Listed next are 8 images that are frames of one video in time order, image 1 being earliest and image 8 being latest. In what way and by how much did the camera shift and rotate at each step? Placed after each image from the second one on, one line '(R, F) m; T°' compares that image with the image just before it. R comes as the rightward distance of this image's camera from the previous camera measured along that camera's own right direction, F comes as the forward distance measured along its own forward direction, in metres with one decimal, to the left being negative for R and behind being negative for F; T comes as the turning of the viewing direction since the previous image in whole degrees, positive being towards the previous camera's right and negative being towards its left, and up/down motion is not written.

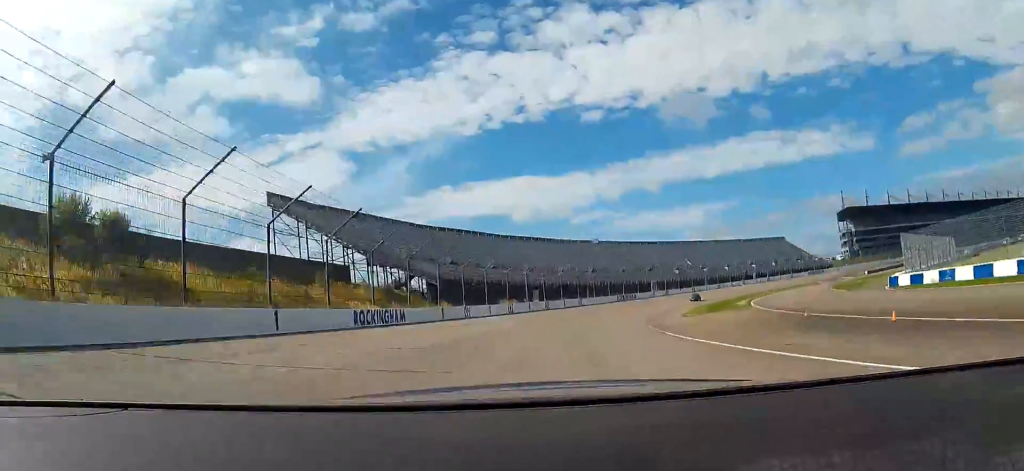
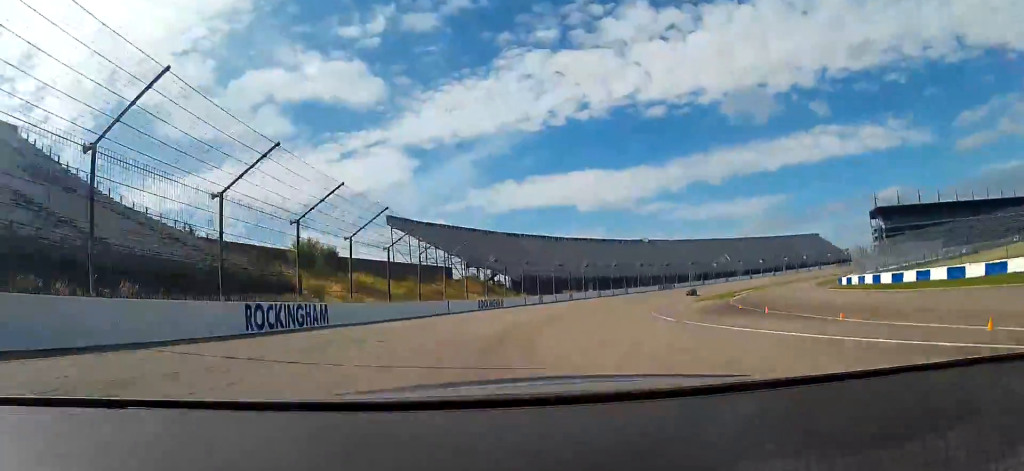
(-2.2, +28.9) m; -5°
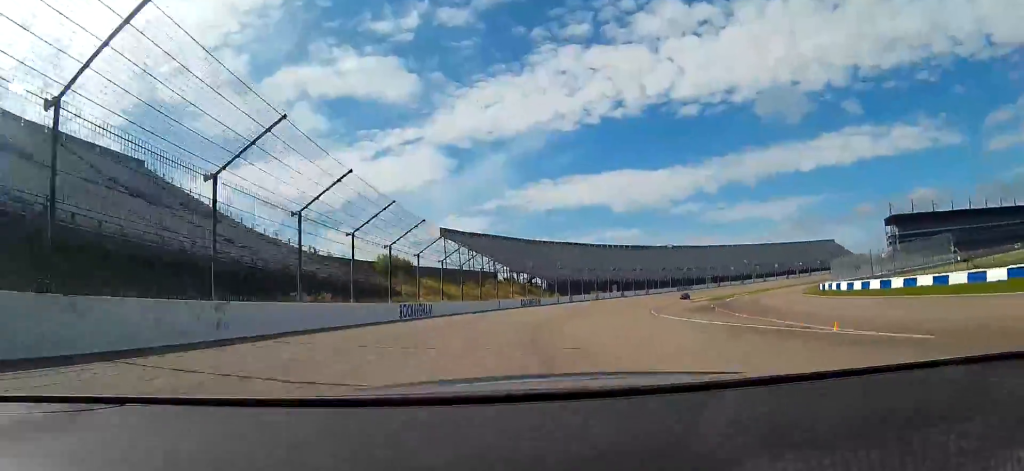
(-0.2, +18.9) m; -3°
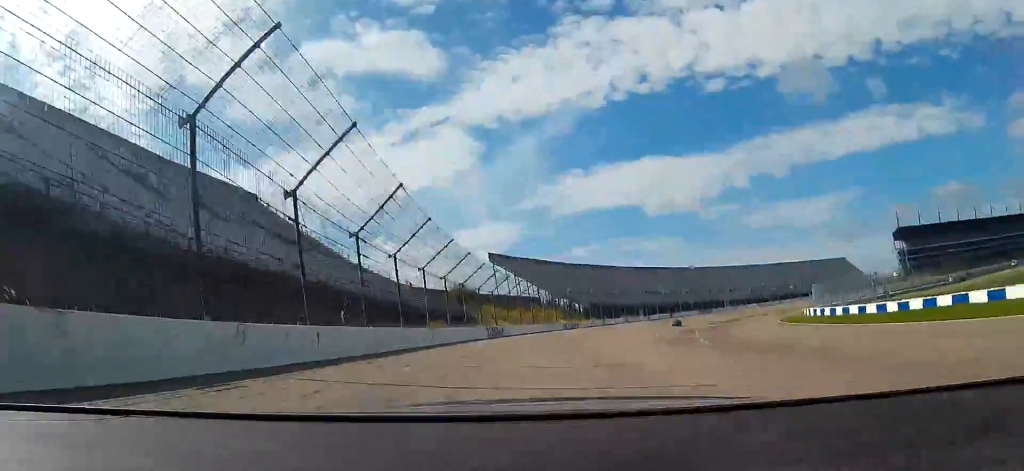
(-1.1, +25.8) m; -2°
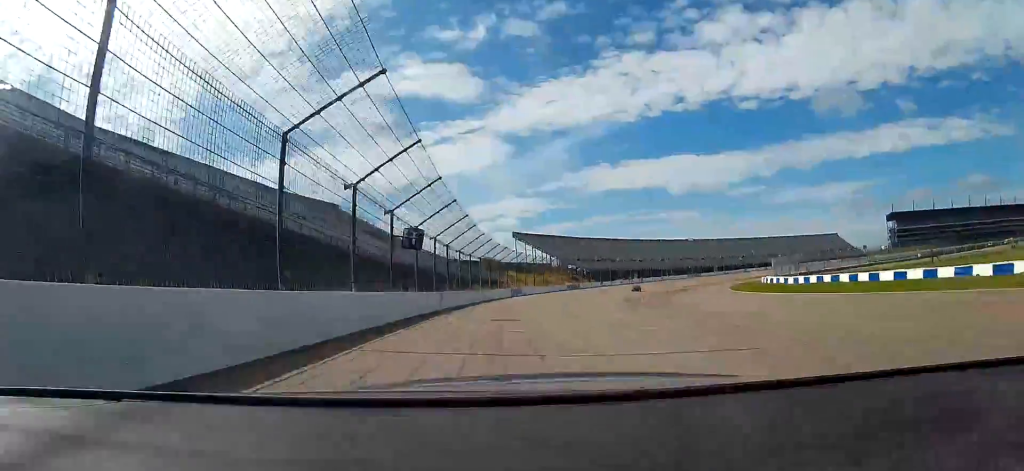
(-0.7, +30.8) m; -2°
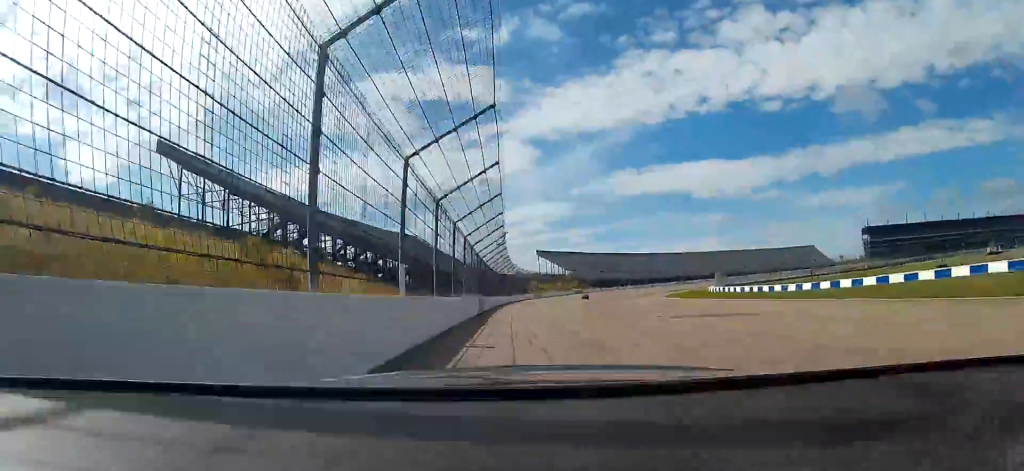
(-1.5, +61.4) m; -2°
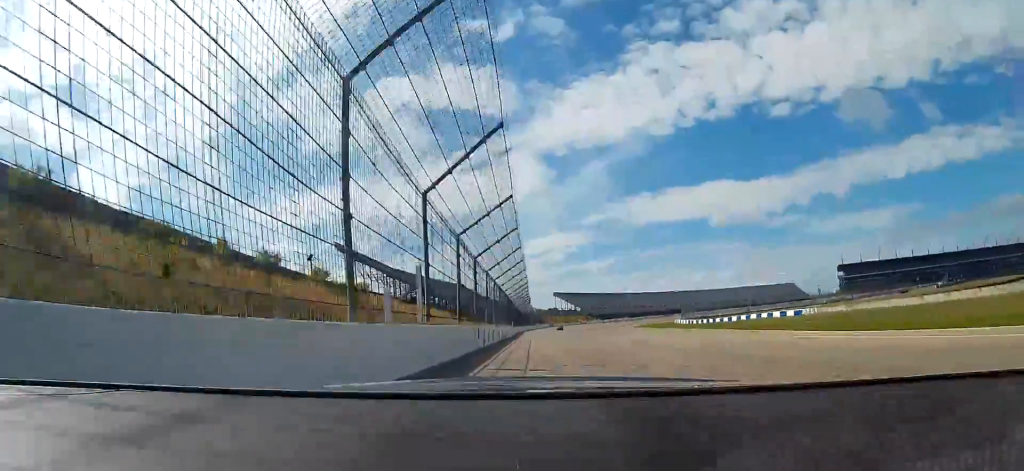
(-0.6, +69.5) m; -2°
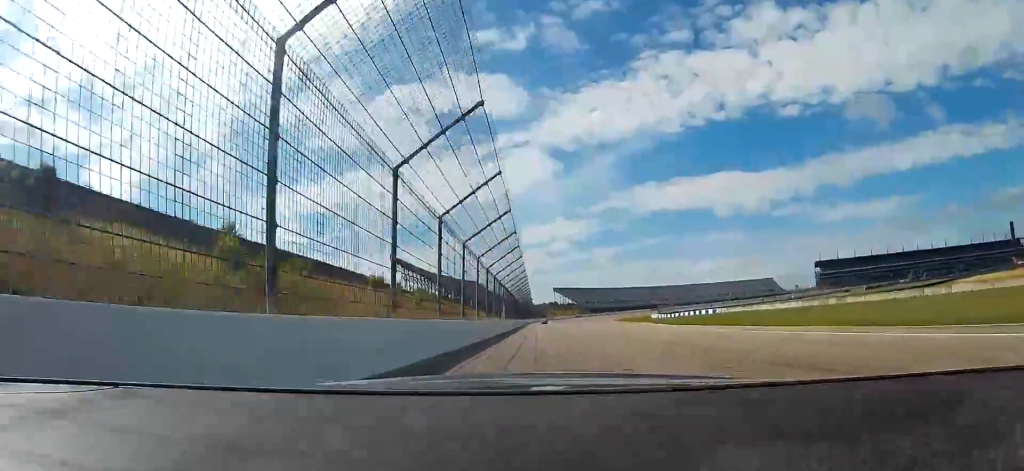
(-0.8, +50.7) m; -2°
